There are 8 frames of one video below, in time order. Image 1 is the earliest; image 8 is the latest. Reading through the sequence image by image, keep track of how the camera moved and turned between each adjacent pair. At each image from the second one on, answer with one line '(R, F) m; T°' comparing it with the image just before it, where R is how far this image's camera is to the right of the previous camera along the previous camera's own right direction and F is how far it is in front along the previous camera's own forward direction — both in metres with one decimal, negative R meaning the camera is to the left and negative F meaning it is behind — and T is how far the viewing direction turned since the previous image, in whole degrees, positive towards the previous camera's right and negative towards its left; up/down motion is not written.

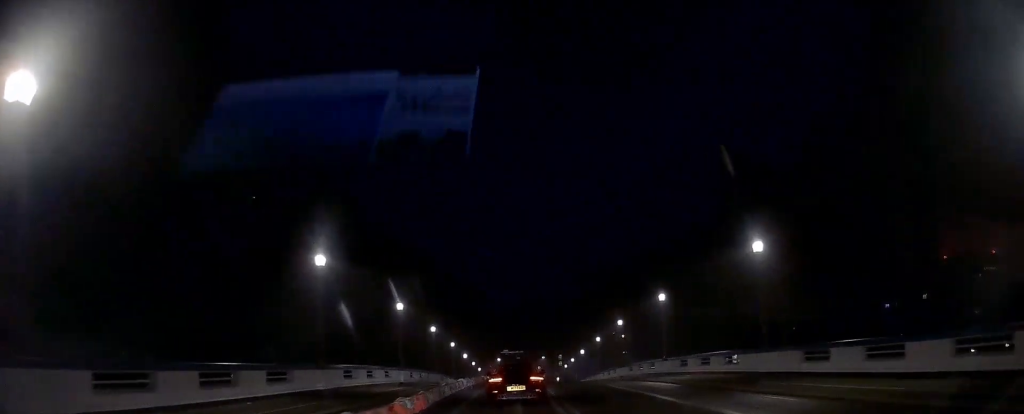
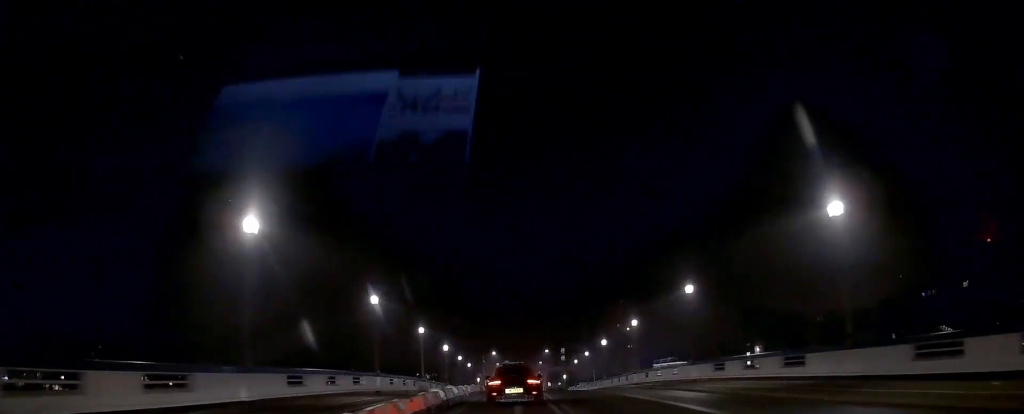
(-0.3, +21.6) m; -1°
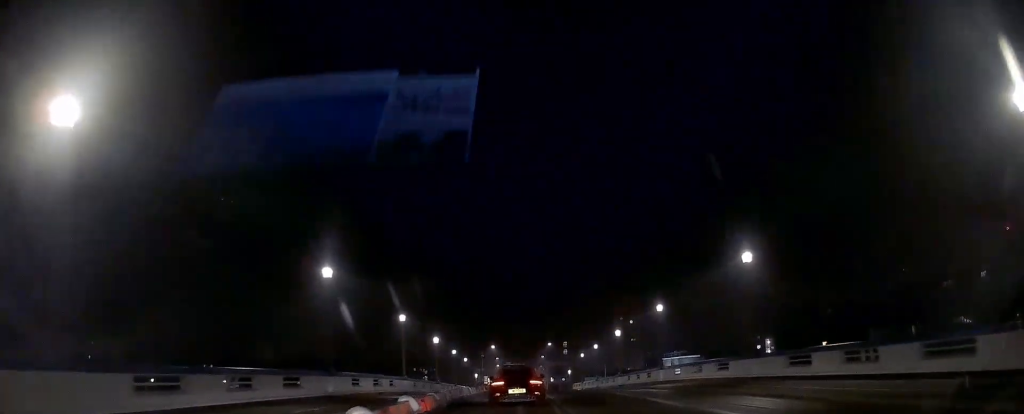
(0.0, +8.5) m; 0°
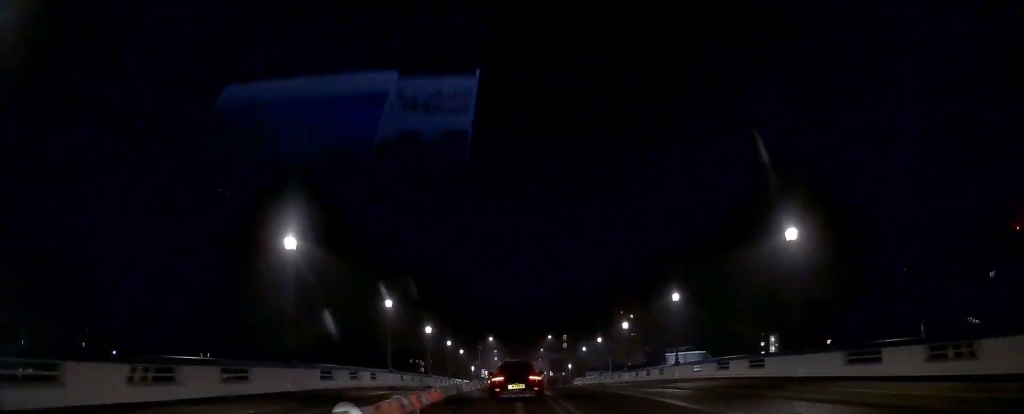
(0.0, +4.4) m; 0°
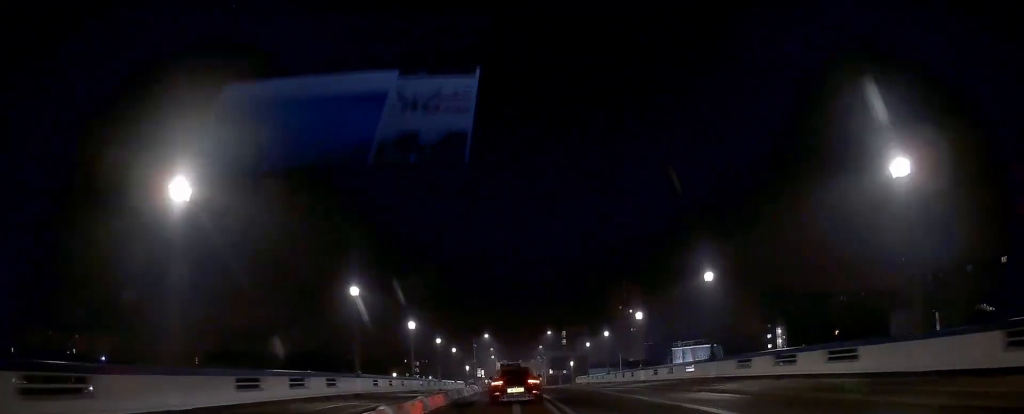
(0.0, +7.5) m; +1°
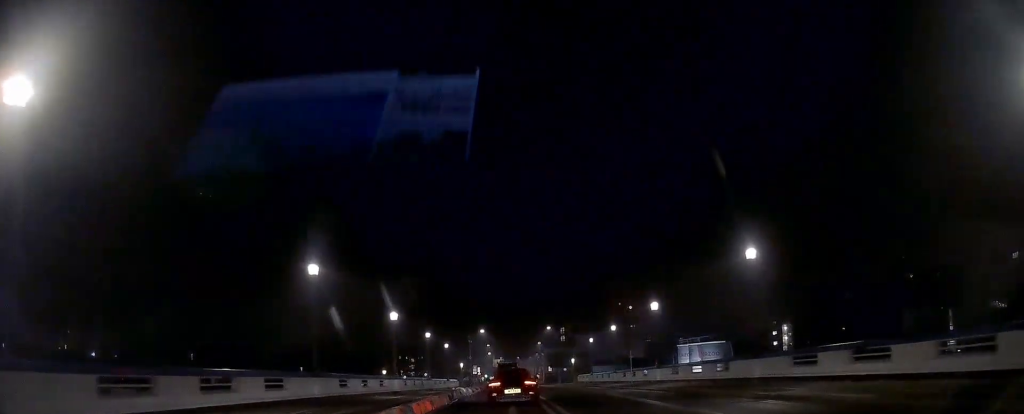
(+0.1, +6.2) m; 0°
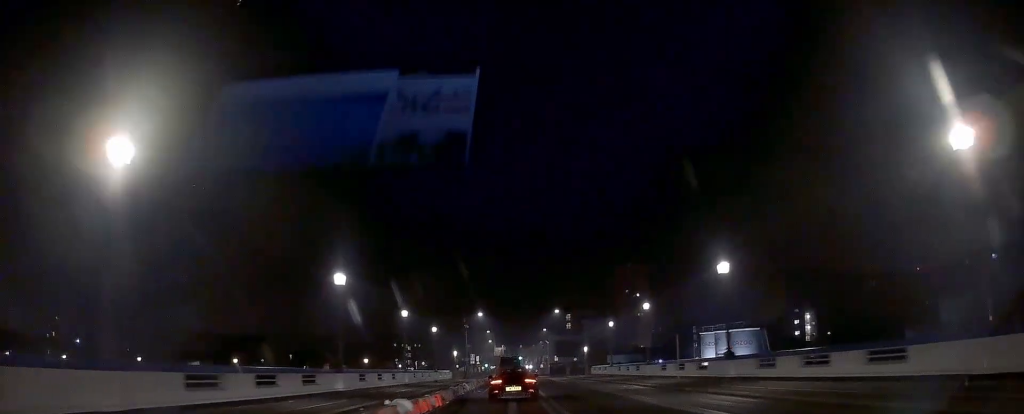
(+0.1, +13.9) m; 0°
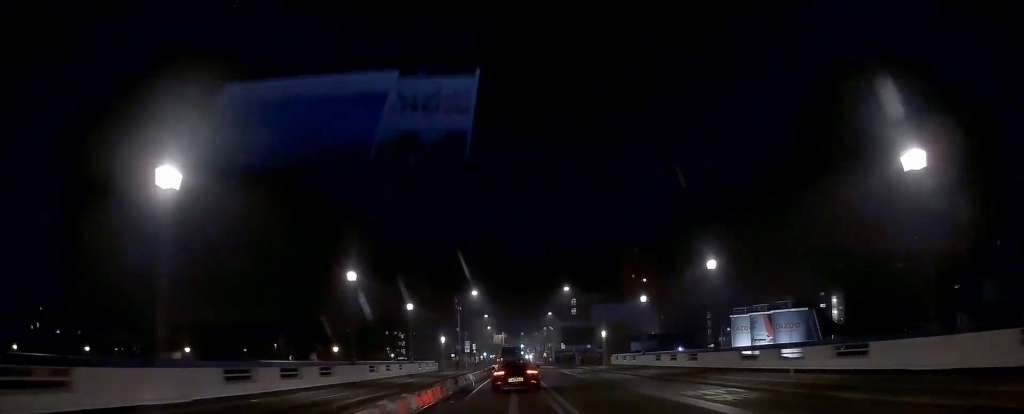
(-0.1, +15.4) m; -1°
